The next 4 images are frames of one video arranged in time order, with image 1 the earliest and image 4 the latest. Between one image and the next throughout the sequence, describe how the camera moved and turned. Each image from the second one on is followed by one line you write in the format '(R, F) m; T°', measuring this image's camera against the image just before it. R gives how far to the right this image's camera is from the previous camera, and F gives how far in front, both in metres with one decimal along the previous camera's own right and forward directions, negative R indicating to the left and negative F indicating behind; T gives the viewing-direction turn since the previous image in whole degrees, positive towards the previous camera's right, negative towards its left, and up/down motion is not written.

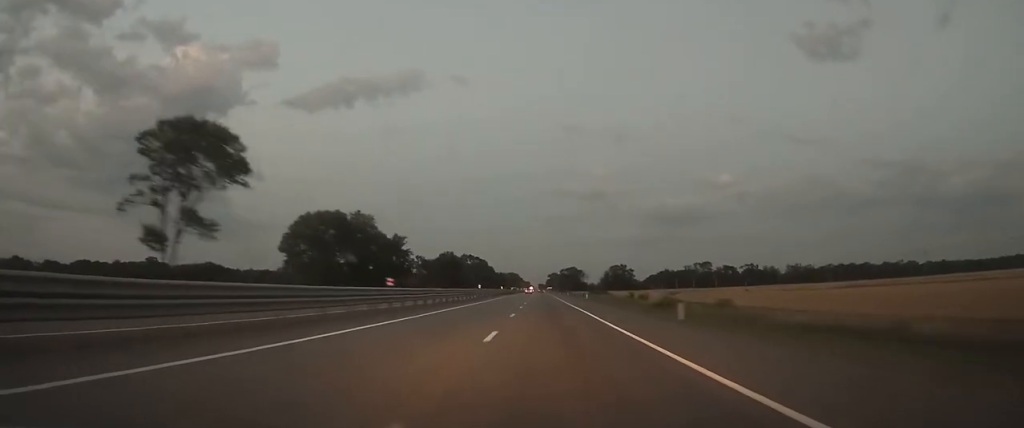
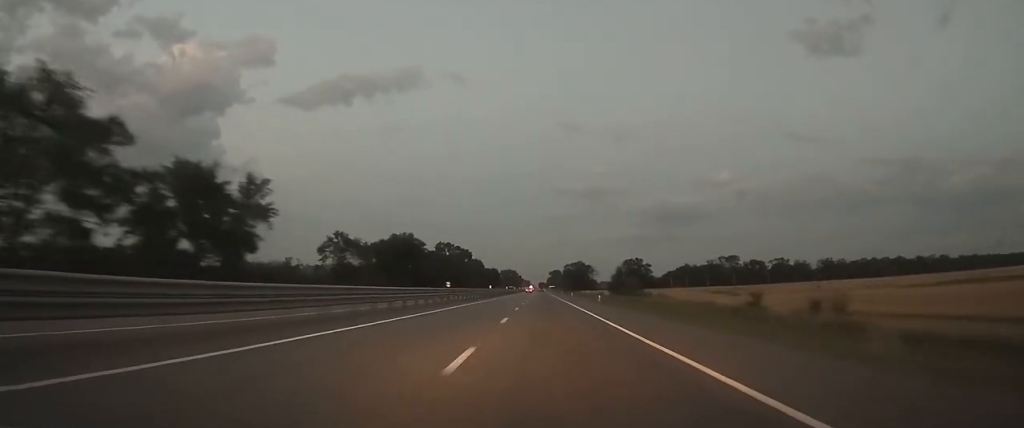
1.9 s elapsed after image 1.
(-0.2, +65.5) m; 0°
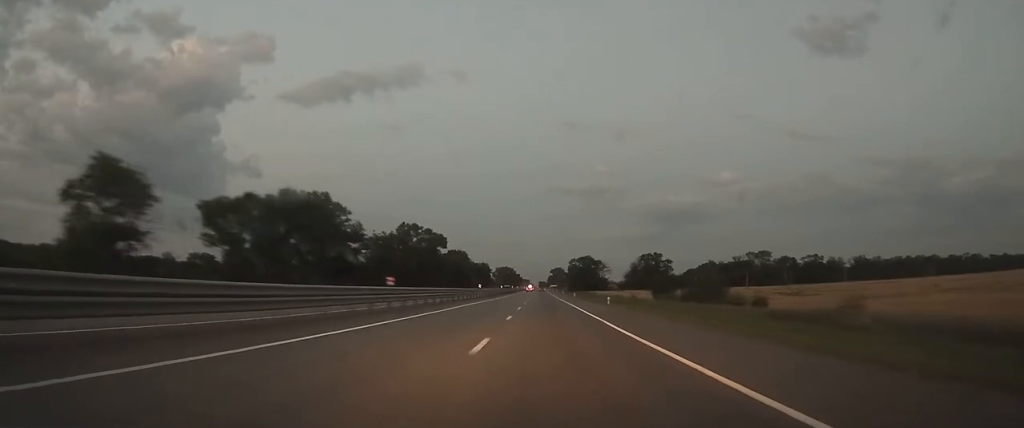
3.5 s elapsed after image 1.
(0.0, +57.4) m; 0°
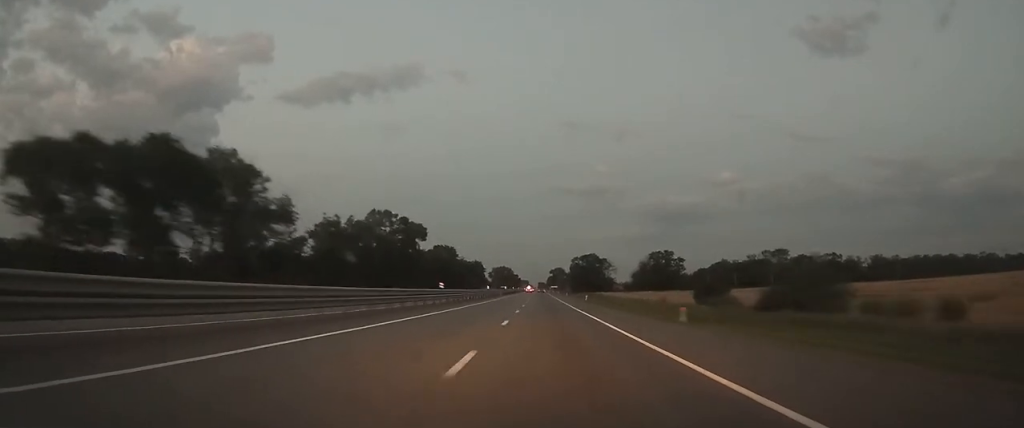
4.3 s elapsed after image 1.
(0.0, +26.9) m; 0°
